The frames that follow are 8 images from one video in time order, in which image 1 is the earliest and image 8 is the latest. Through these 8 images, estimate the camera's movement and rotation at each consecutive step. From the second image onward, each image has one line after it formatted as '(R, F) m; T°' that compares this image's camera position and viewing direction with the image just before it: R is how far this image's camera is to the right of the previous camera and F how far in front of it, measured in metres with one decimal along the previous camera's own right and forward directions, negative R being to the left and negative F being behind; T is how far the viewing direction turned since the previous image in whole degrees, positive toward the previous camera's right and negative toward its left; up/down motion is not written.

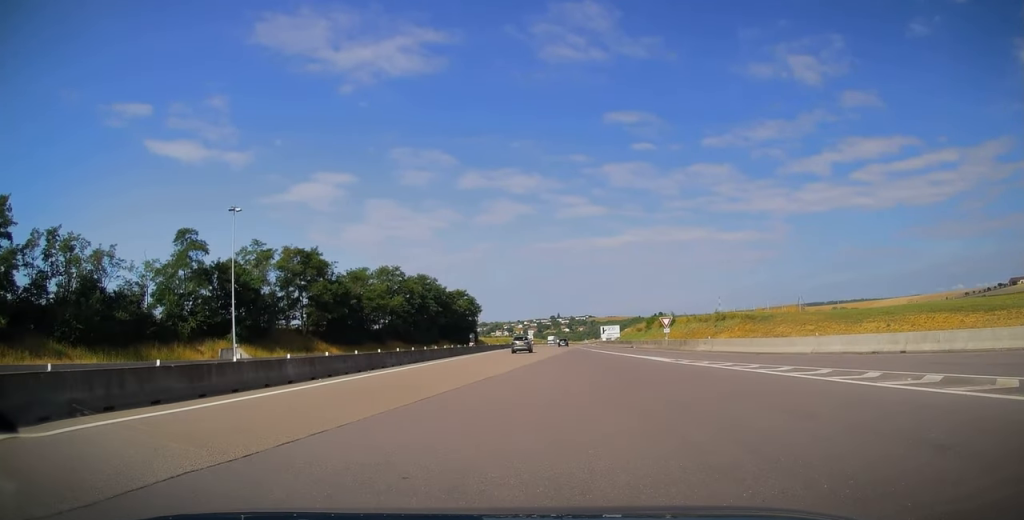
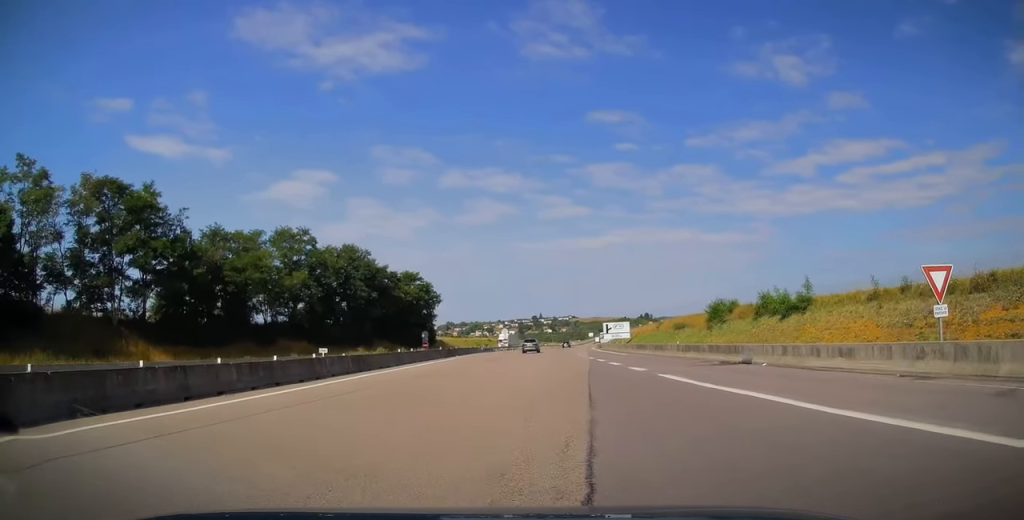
(+0.5, +42.3) m; +1°
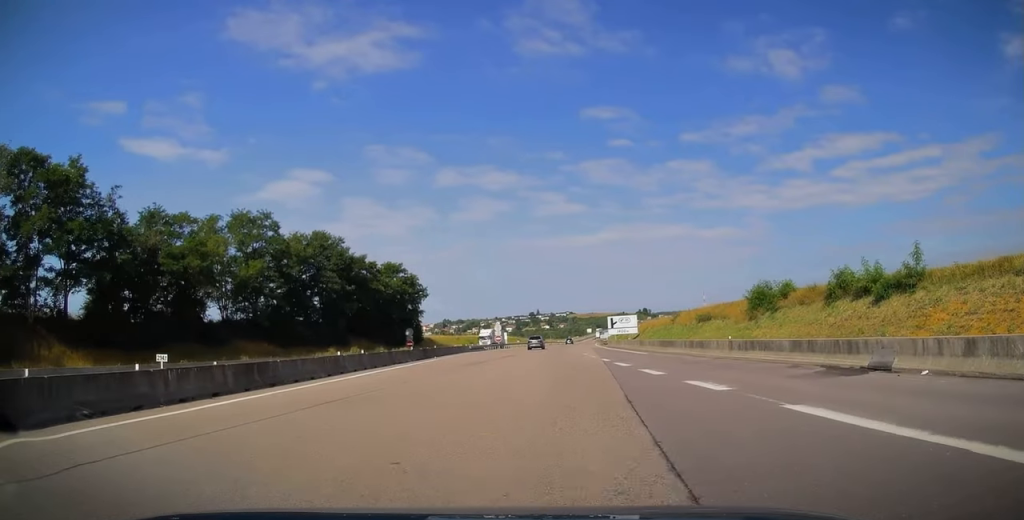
(+0.2, +11.3) m; +1°
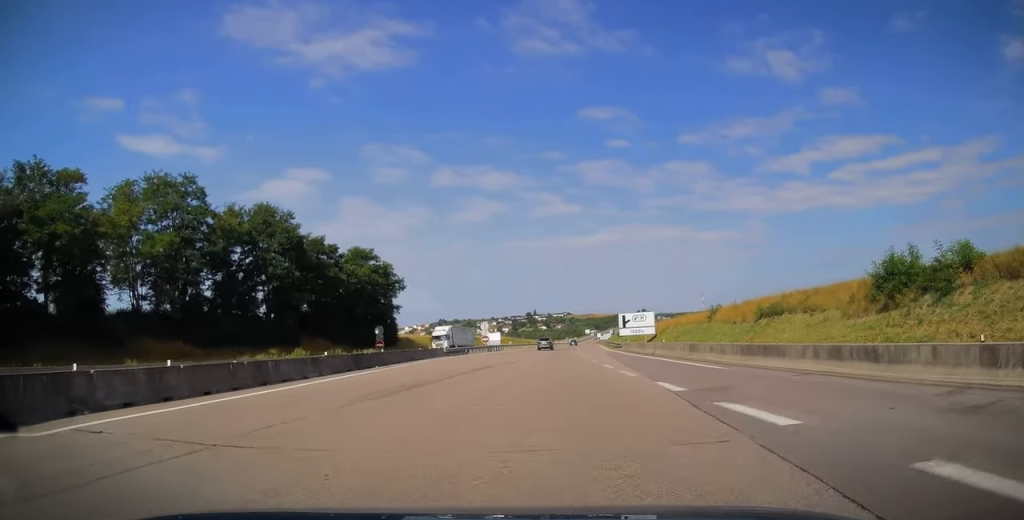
(+0.2, +17.1) m; +1°
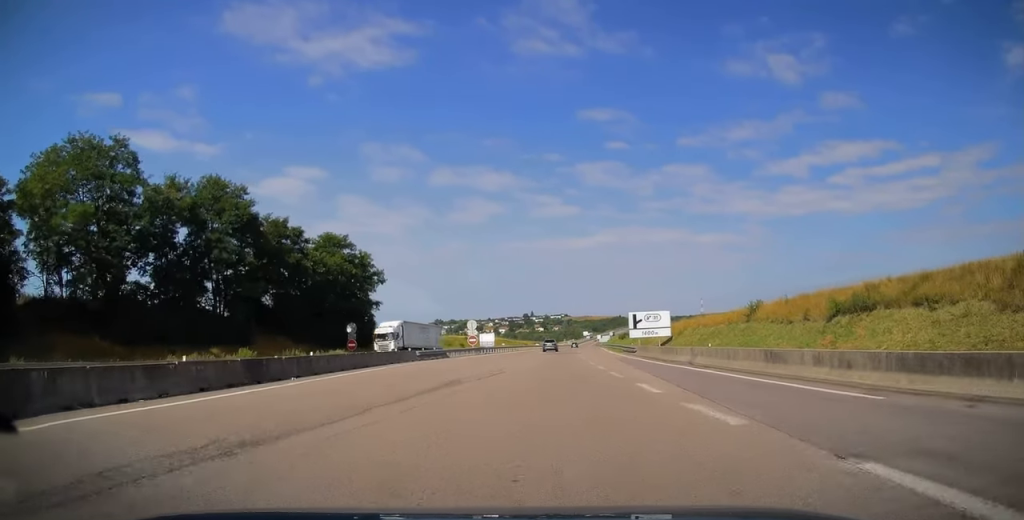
(0.0, +11.2) m; 0°
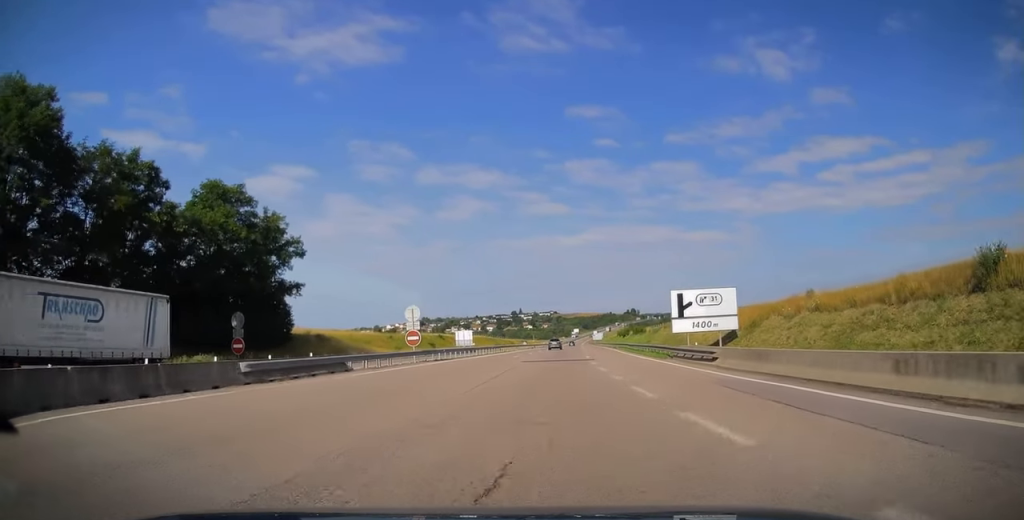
(-0.2, +26.4) m; 0°
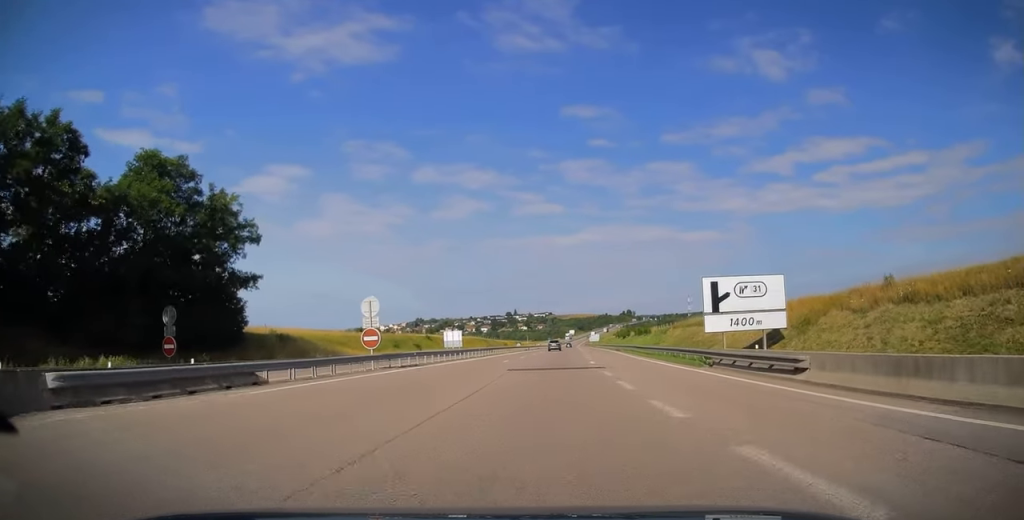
(-0.3, +9.1) m; +1°
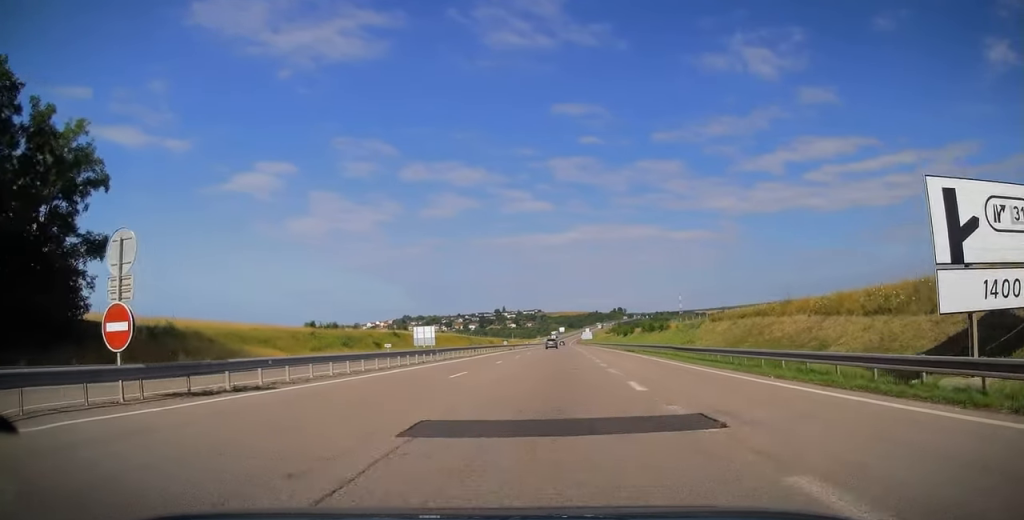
(+0.8, +20.0) m; +1°
